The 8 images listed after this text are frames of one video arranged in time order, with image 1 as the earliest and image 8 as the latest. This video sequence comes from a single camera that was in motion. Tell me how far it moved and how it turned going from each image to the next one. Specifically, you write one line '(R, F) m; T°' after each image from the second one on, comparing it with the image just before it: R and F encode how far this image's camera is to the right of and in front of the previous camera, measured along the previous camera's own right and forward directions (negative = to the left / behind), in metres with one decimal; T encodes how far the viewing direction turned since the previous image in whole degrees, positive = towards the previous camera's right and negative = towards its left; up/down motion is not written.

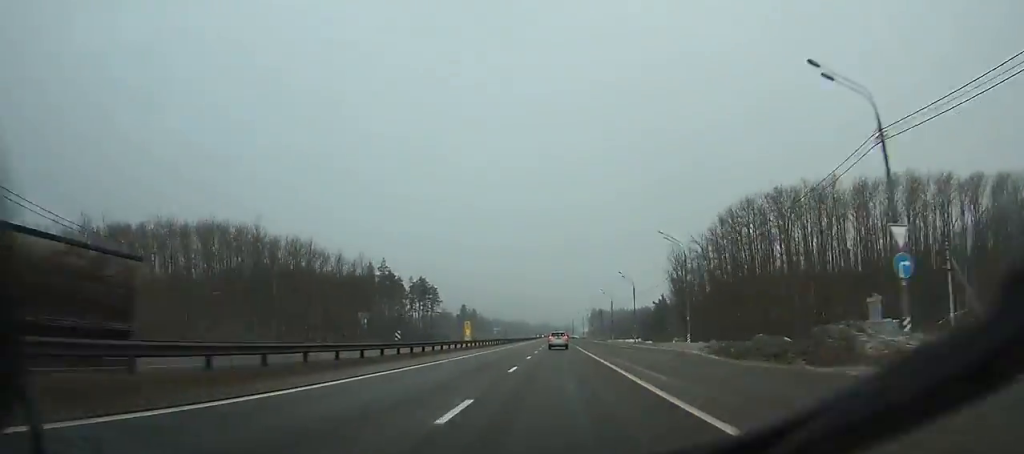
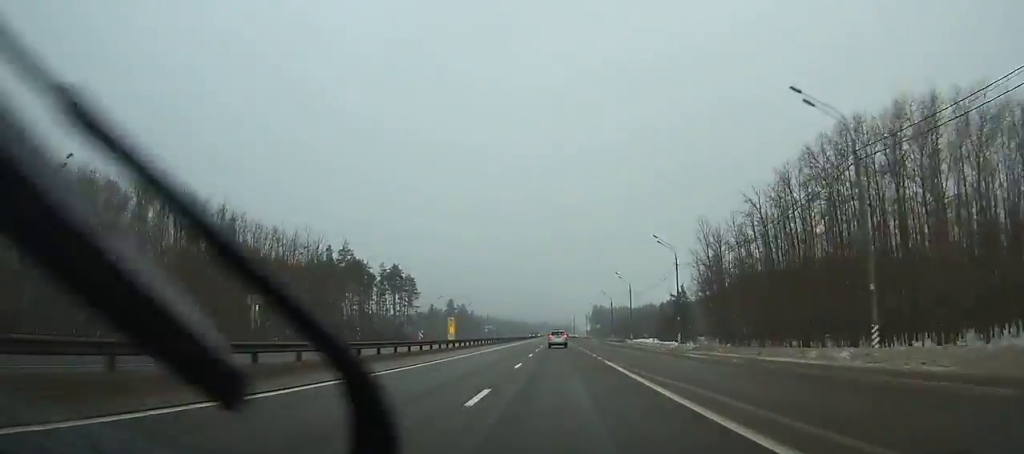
(-0.1, +32.9) m; 0°
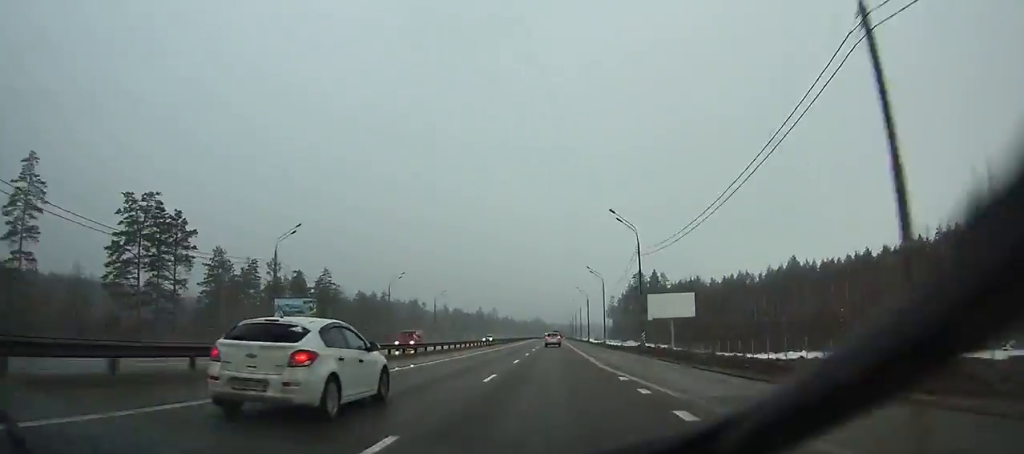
(-0.2, +233.8) m; 0°
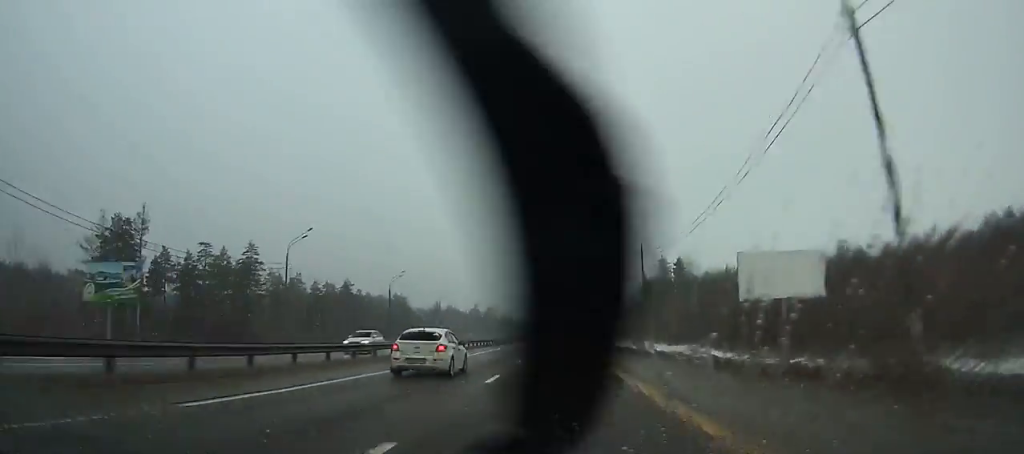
(+0.2, +35.1) m; 0°
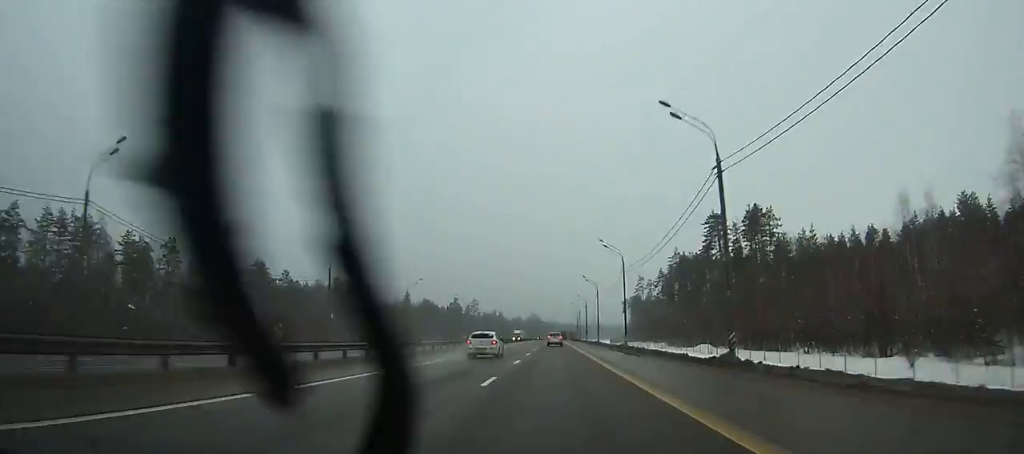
(+0.2, +60.6) m; 0°
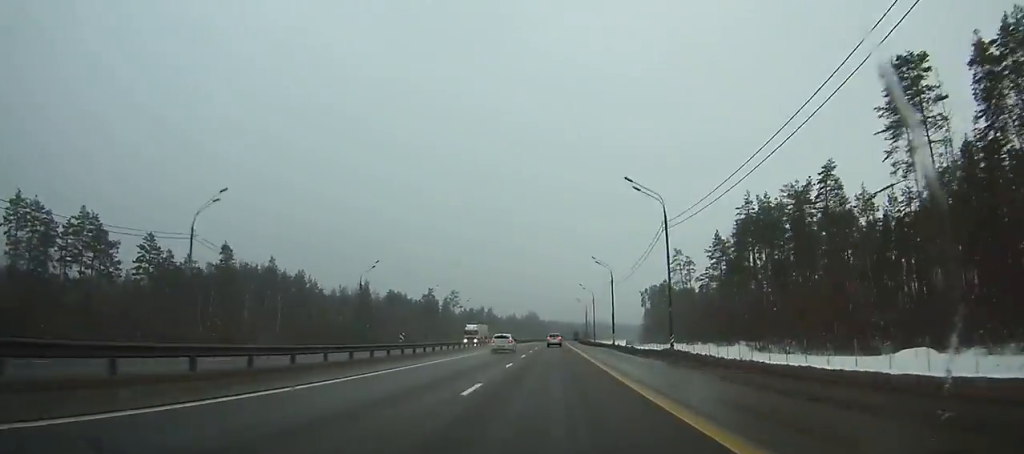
(+0.1, +61.3) m; 0°
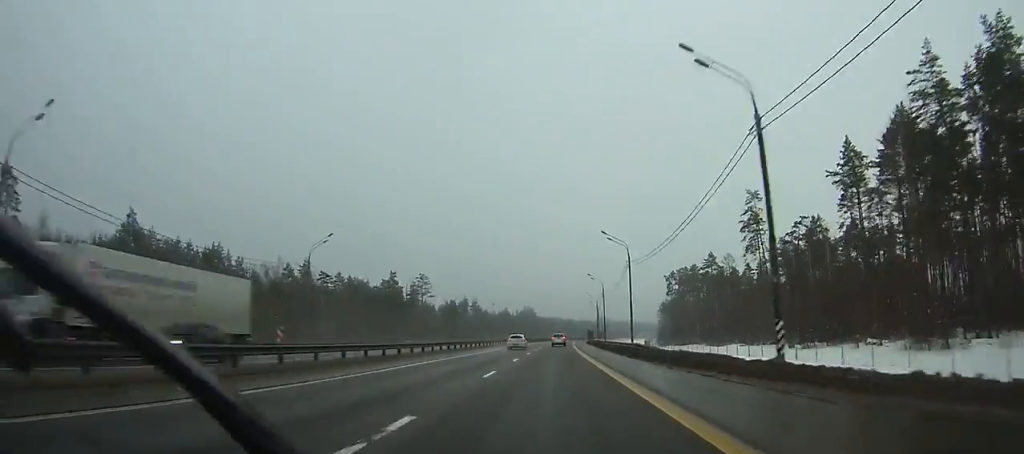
(-0.1, +54.3) m; 0°
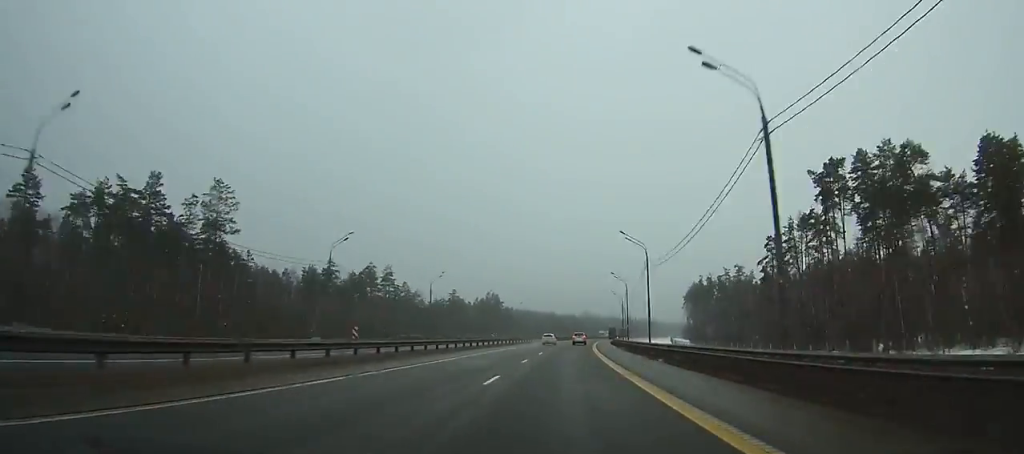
(+2.1, +110.5) m; +3°
